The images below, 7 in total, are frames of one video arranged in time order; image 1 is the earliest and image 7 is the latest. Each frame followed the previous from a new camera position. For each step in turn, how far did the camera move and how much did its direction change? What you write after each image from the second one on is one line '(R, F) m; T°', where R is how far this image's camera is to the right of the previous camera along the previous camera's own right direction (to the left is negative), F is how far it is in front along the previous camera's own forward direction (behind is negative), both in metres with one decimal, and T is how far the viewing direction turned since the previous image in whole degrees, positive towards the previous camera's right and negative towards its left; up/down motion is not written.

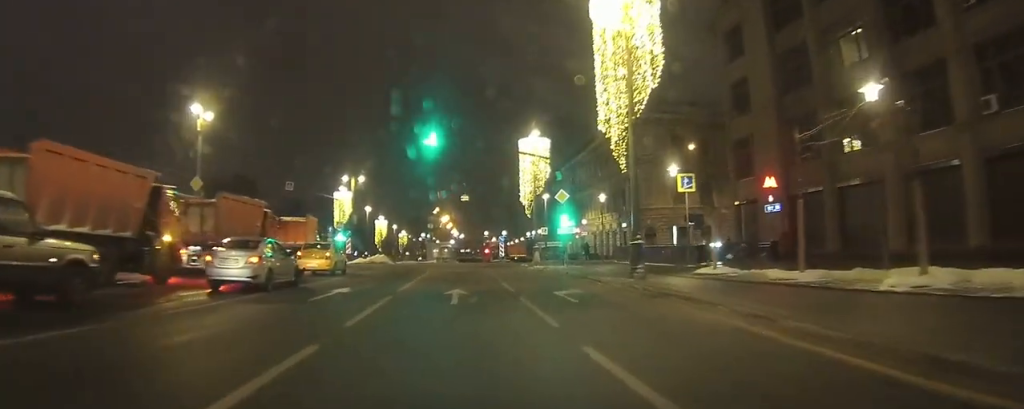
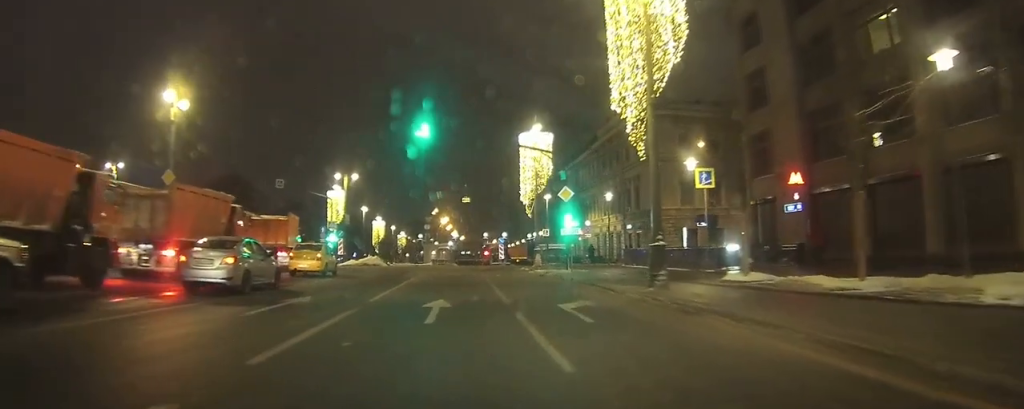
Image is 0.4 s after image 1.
(0.0, +2.3) m; 0°
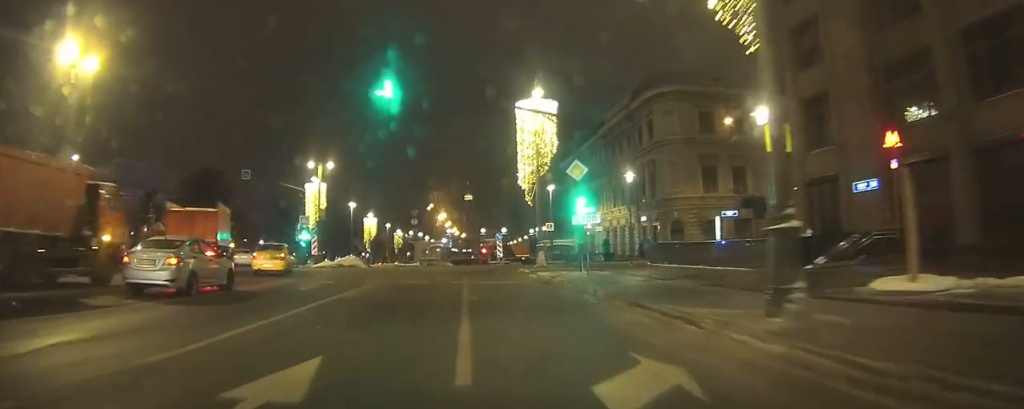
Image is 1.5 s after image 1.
(+0.1, +6.2) m; 0°
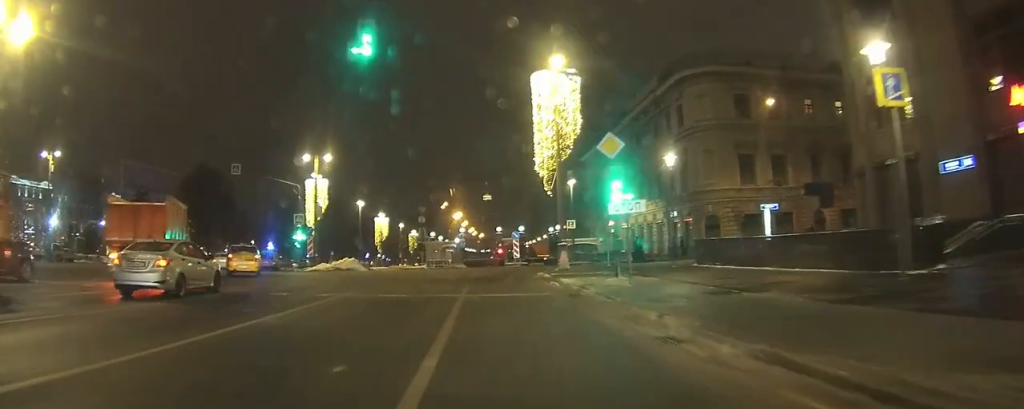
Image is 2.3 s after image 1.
(0.0, +4.7) m; -1°
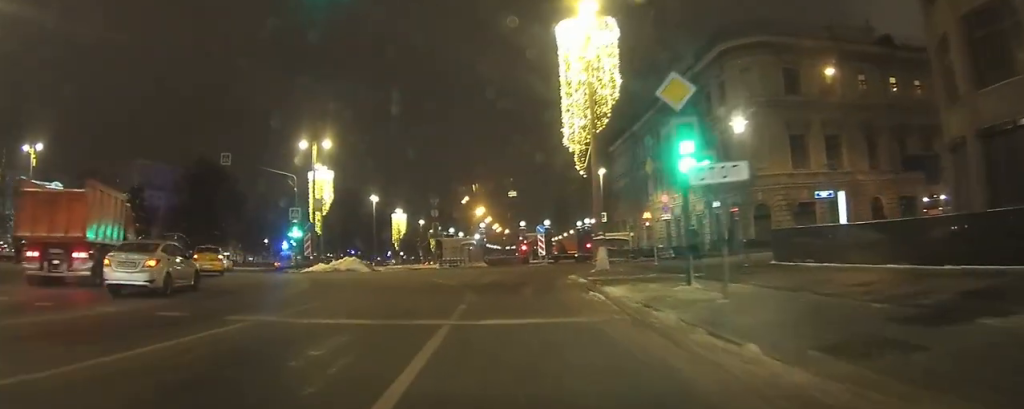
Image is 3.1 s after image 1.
(-0.2, +5.7) m; -2°
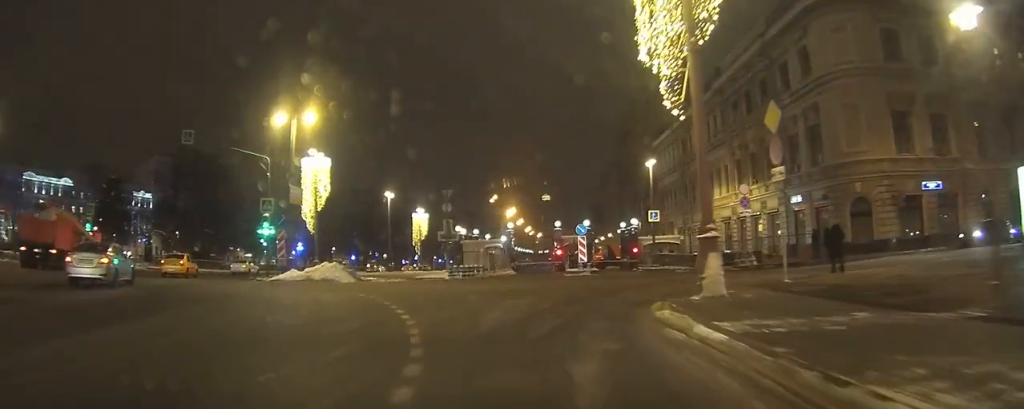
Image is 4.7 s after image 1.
(-0.2, +10.4) m; -1°
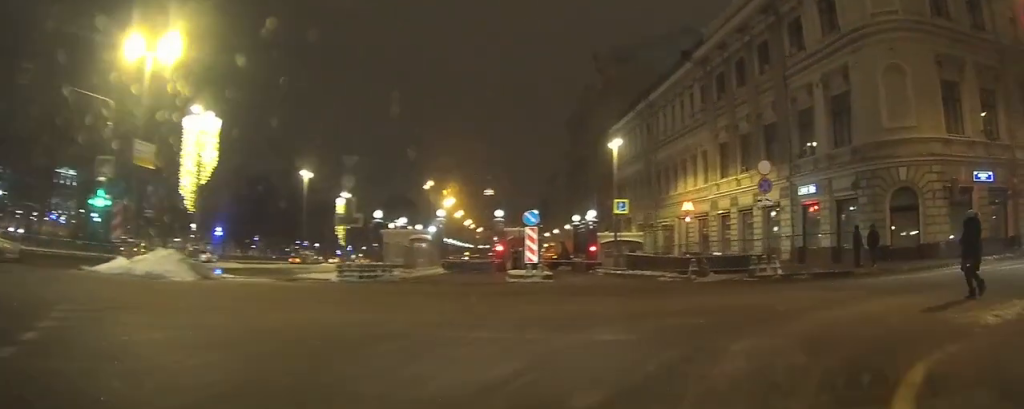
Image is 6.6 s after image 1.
(+0.1, +10.5) m; +6°
